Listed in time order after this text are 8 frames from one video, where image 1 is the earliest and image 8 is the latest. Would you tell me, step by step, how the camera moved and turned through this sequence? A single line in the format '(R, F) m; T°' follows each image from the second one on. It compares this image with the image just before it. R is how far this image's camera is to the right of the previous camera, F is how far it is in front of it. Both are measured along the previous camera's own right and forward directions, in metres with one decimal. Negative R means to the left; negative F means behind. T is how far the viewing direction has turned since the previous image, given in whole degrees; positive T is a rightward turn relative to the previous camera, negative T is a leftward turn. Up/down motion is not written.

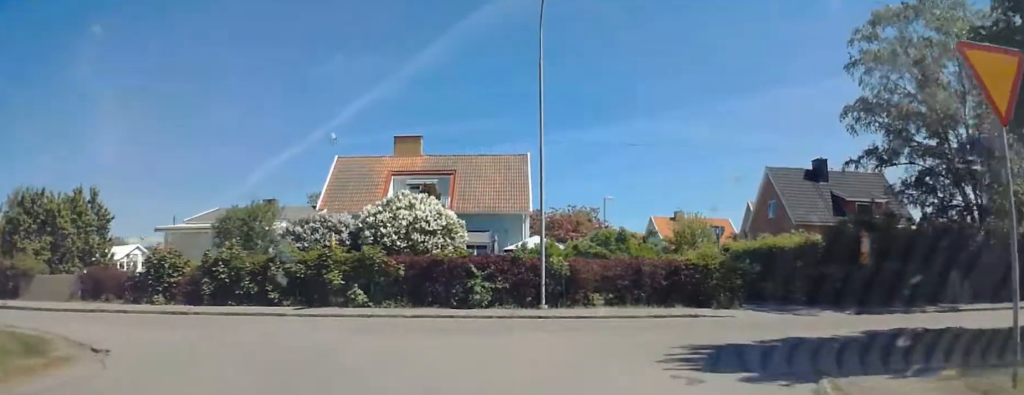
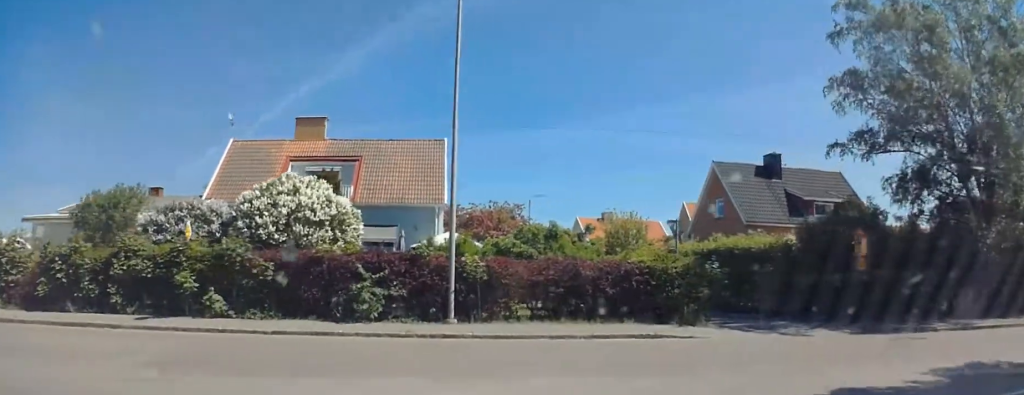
(0.0, +5.0) m; +3°
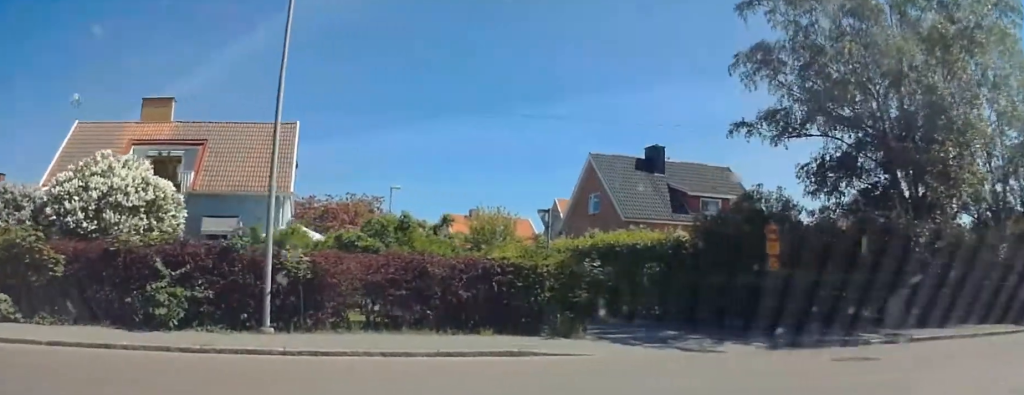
(+0.1, +3.1) m; +14°
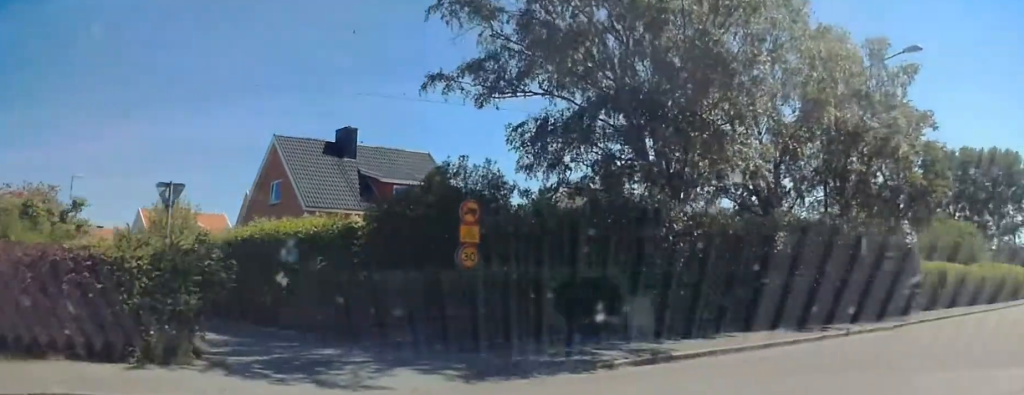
(+0.8, +3.8) m; +31°
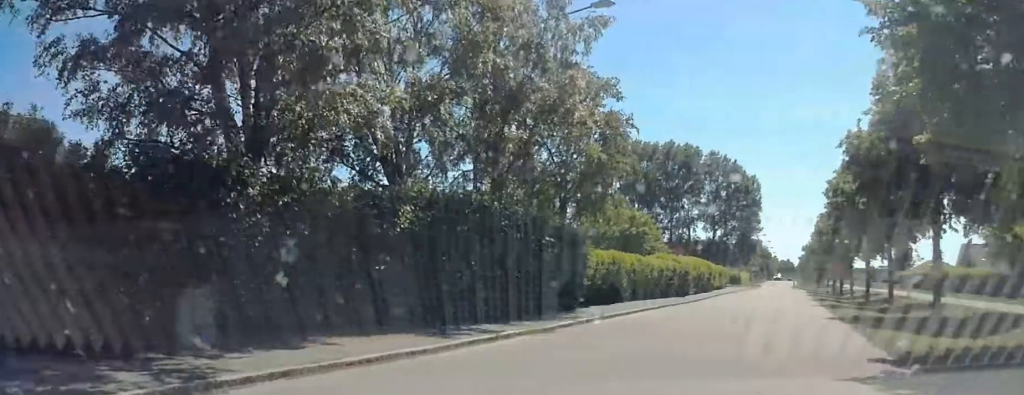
(+1.1, +4.1) m; +27°
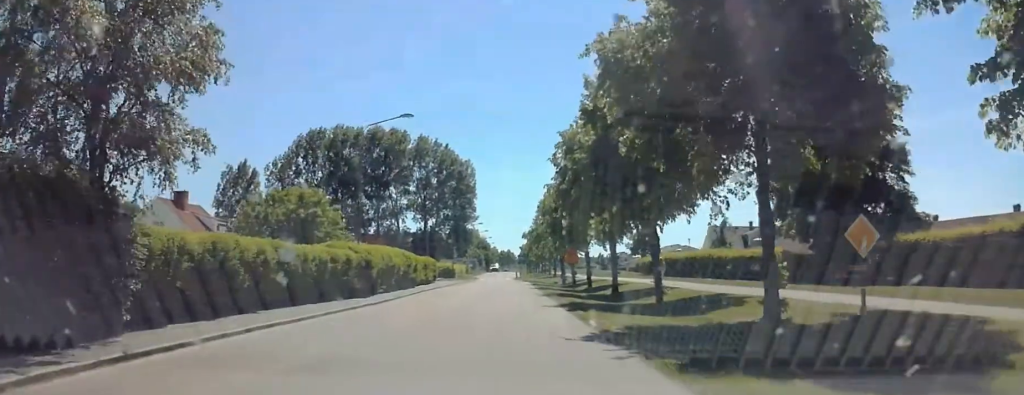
(+2.4, +10.7) m; +12°
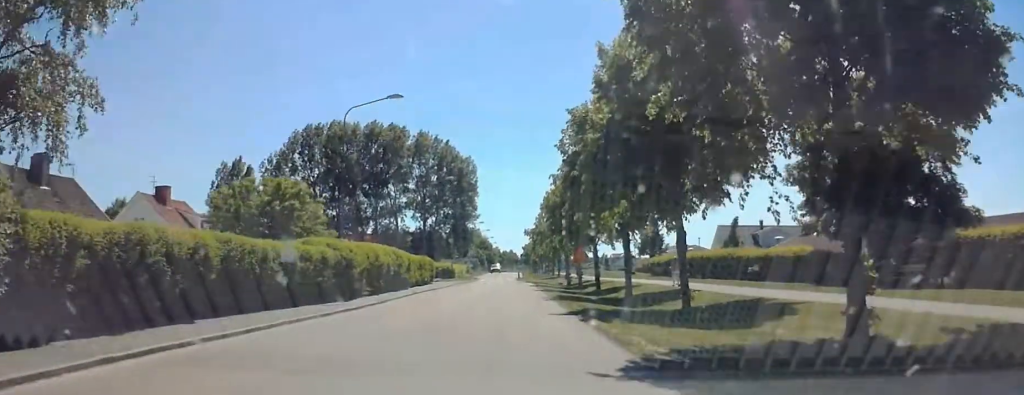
(-0.2, +4.1) m; 0°
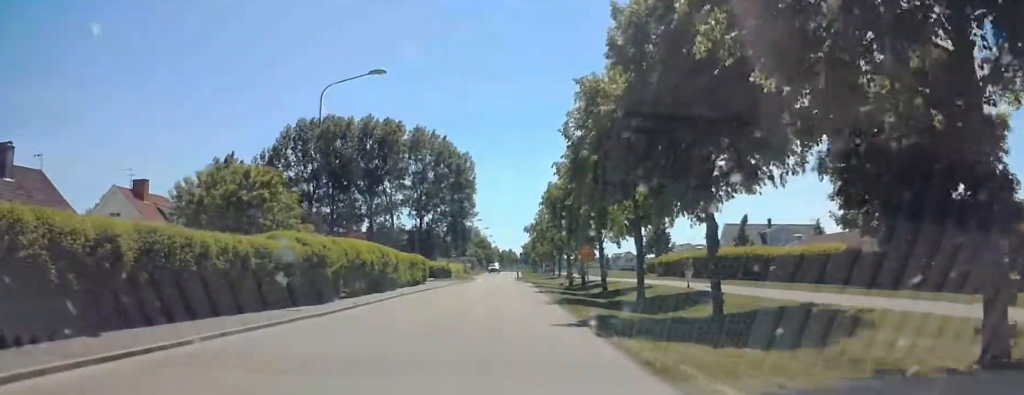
(0.0, +4.0) m; +1°
